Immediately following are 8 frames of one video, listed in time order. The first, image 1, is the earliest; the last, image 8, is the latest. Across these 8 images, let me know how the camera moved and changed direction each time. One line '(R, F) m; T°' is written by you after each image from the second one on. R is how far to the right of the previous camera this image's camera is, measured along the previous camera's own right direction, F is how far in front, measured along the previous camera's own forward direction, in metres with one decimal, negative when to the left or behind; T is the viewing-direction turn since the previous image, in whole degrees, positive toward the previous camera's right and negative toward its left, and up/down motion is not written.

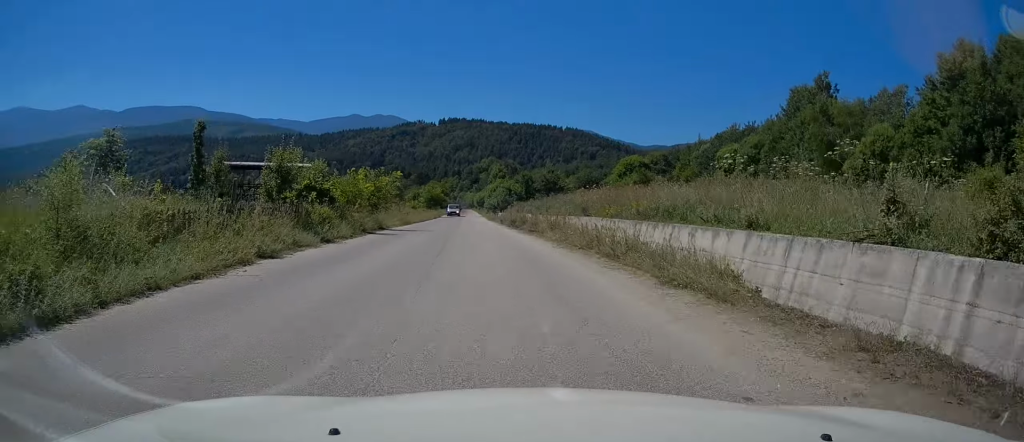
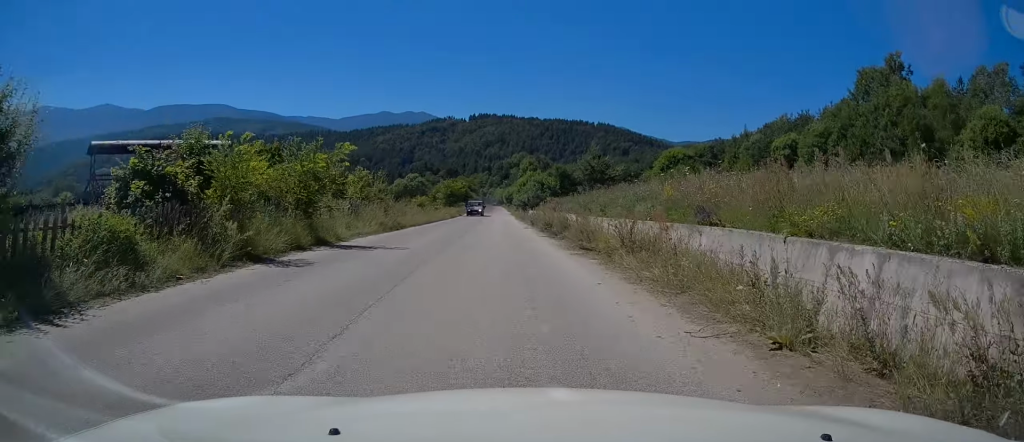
(-0.8, +12.2) m; -4°
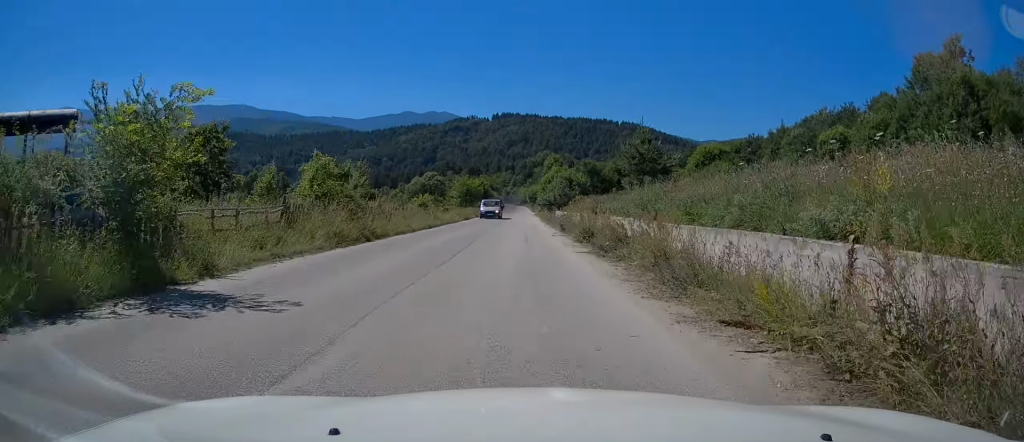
(-0.1, +9.0) m; -1°
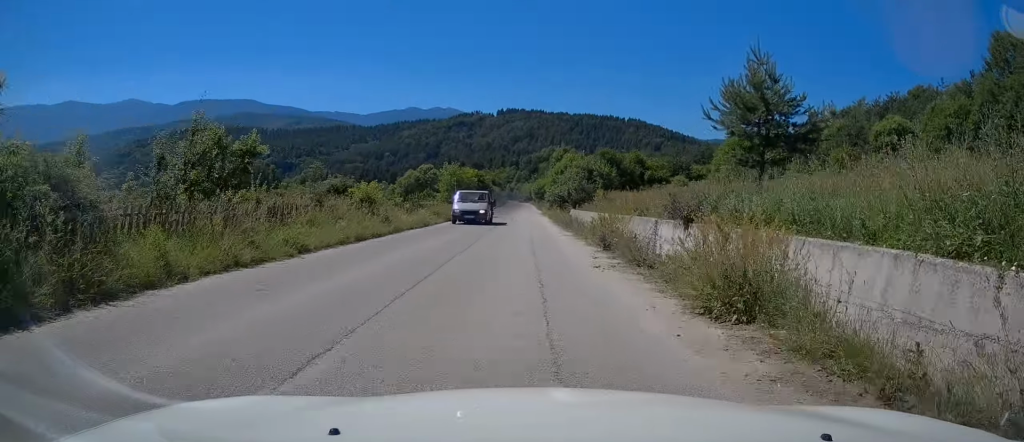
(0.0, +14.5) m; 0°
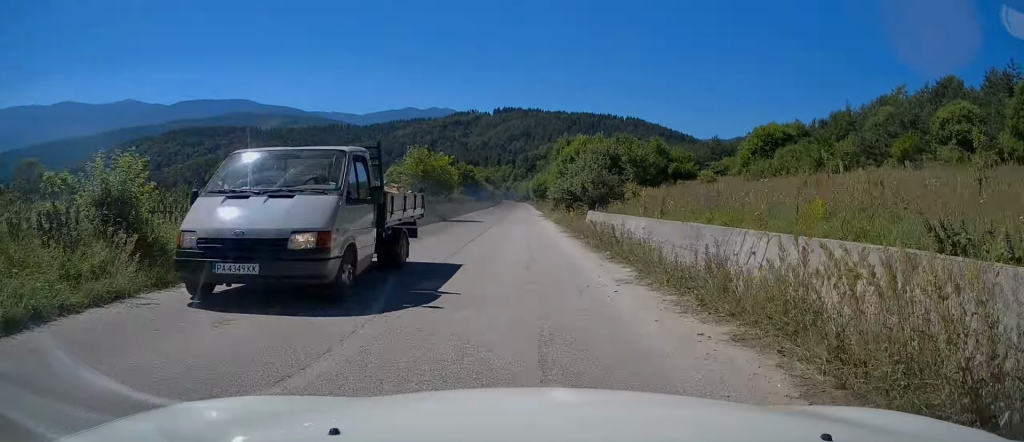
(0.0, +14.9) m; +1°
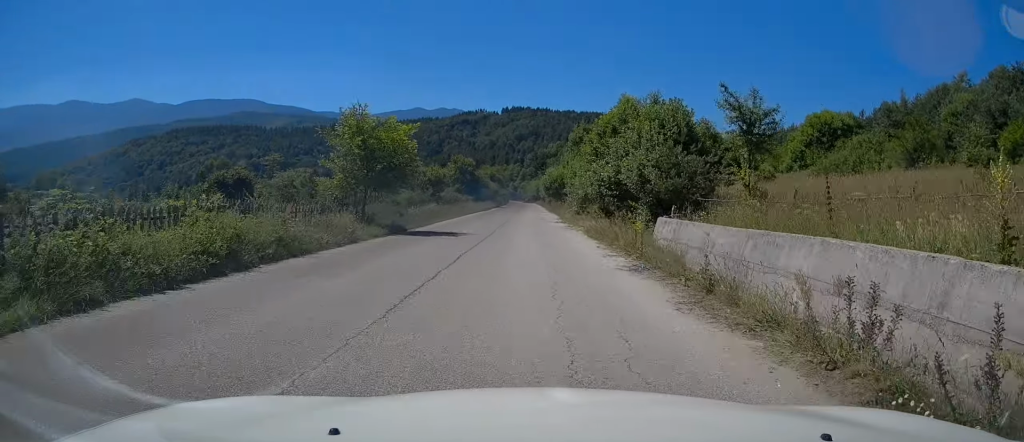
(+0.1, +15.1) m; 0°
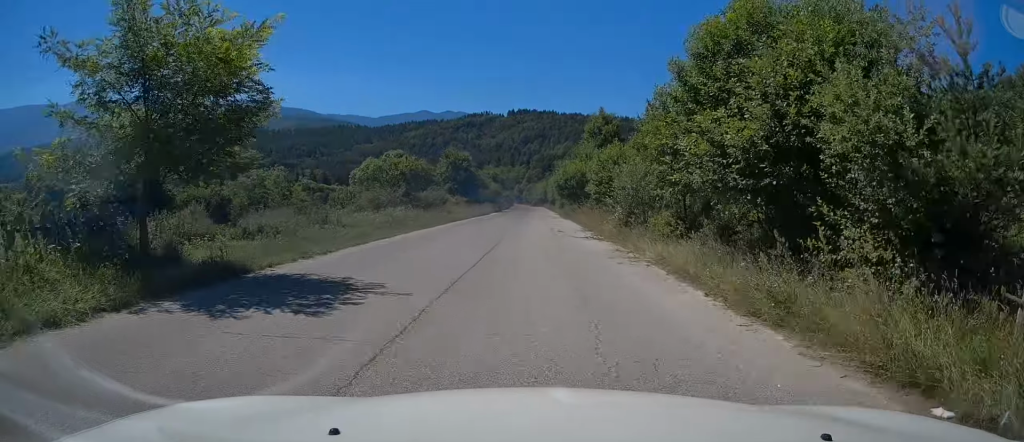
(-0.1, +13.4) m; -1°
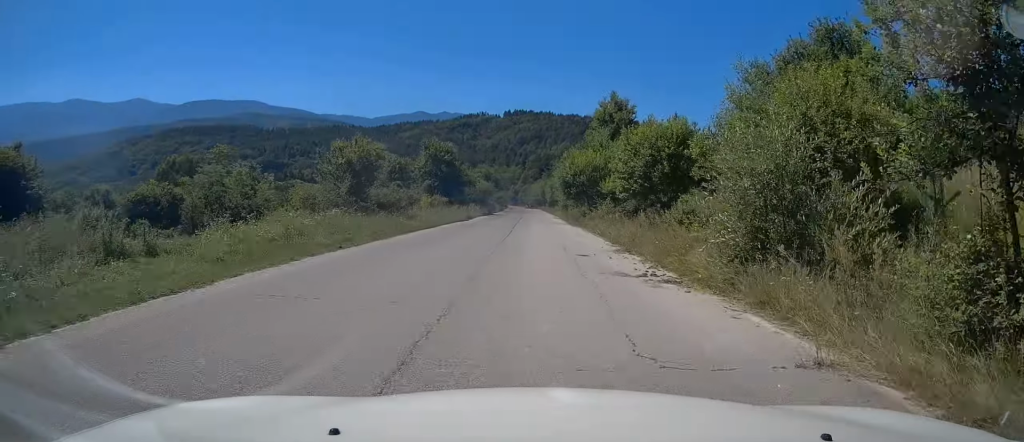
(0.0, +11.0) m; +1°
